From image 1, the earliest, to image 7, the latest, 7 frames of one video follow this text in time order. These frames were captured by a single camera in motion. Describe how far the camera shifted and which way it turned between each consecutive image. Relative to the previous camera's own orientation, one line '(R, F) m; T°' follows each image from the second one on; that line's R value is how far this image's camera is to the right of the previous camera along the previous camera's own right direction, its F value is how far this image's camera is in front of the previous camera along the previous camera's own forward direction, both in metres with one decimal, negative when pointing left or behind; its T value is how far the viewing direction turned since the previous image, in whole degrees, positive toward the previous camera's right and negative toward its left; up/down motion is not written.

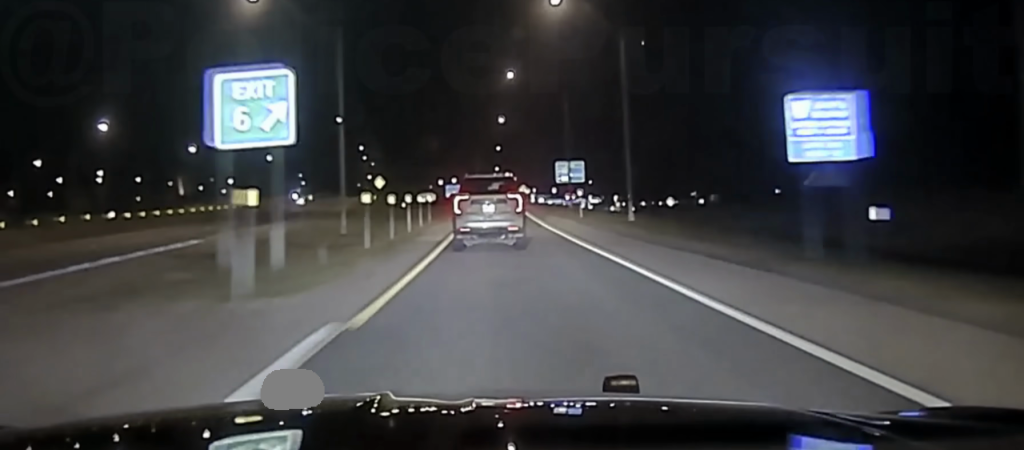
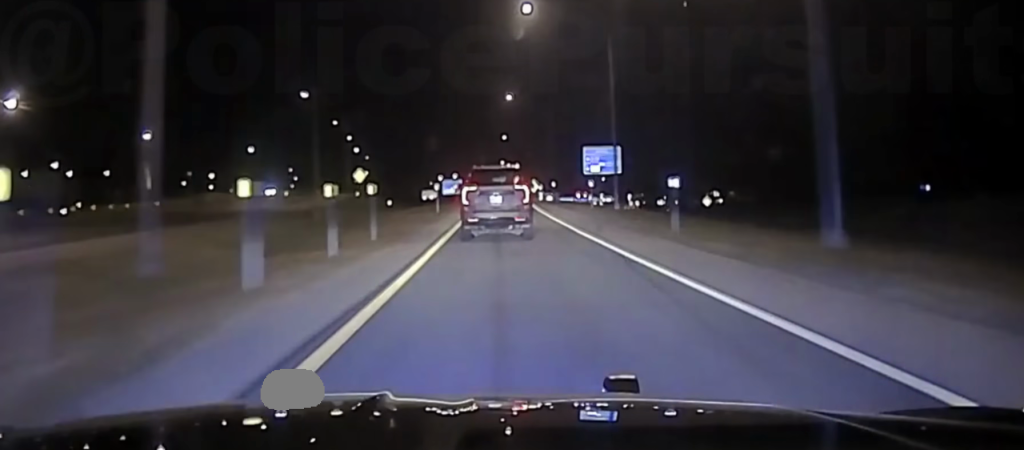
(-0.1, +30.1) m; 0°
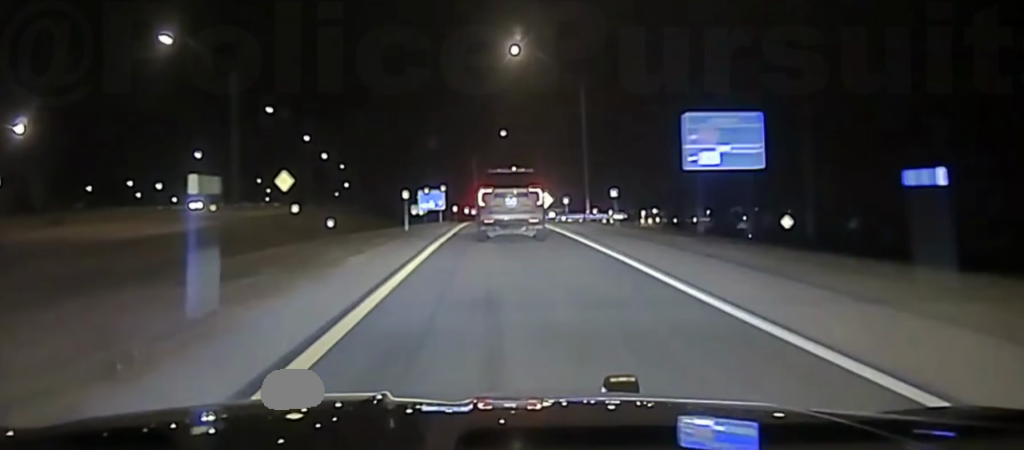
(+0.4, +48.3) m; +1°
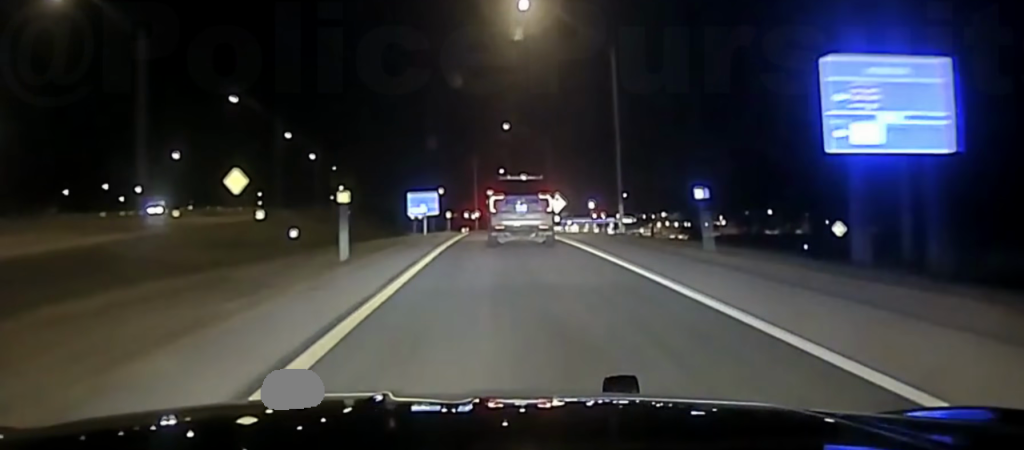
(0.0, +17.6) m; 0°
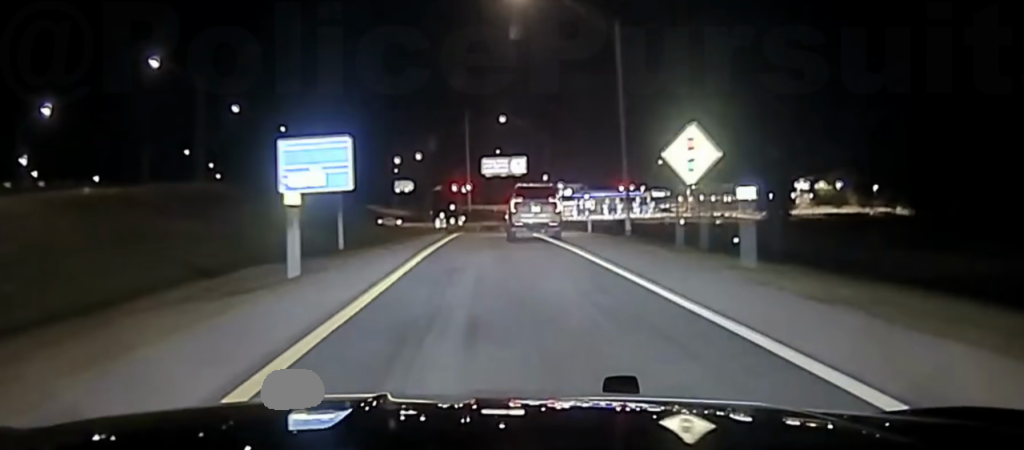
(-0.3, +66.1) m; 0°
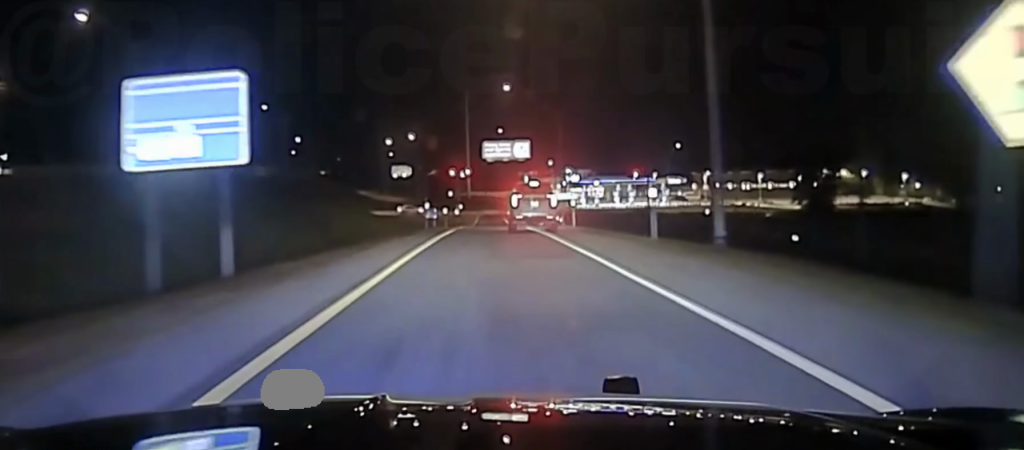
(+0.4, +20.0) m; 0°
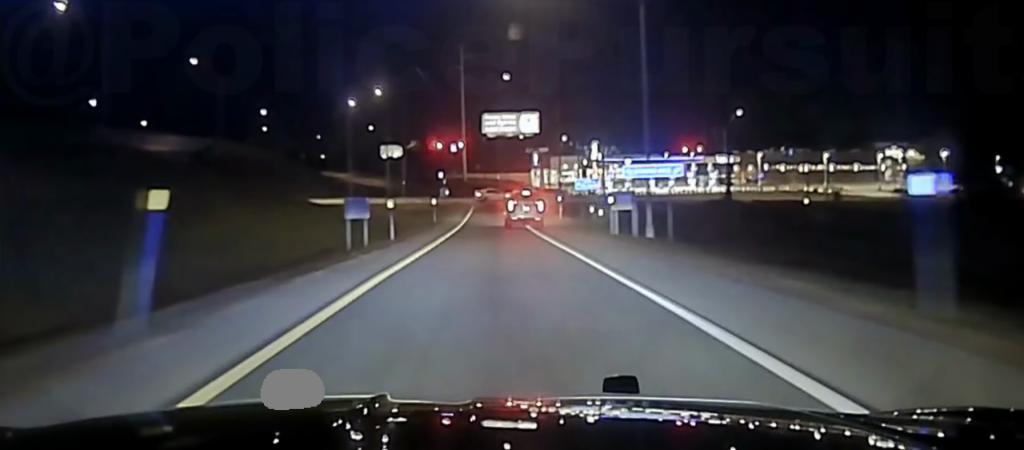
(-0.5, +47.4) m; -1°
